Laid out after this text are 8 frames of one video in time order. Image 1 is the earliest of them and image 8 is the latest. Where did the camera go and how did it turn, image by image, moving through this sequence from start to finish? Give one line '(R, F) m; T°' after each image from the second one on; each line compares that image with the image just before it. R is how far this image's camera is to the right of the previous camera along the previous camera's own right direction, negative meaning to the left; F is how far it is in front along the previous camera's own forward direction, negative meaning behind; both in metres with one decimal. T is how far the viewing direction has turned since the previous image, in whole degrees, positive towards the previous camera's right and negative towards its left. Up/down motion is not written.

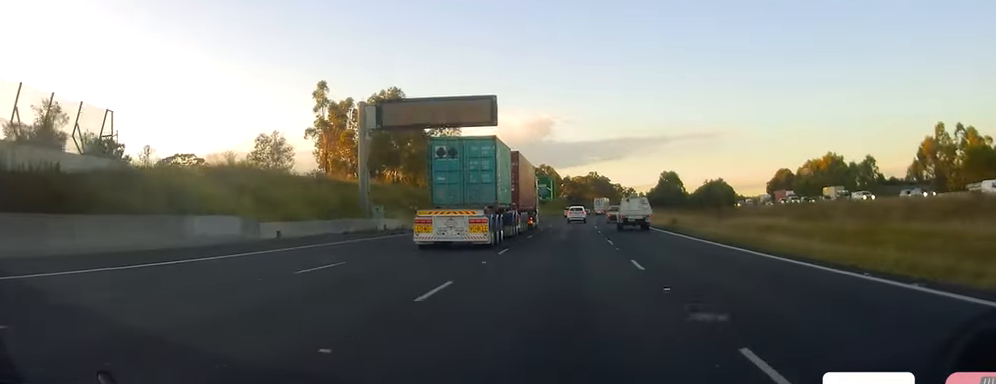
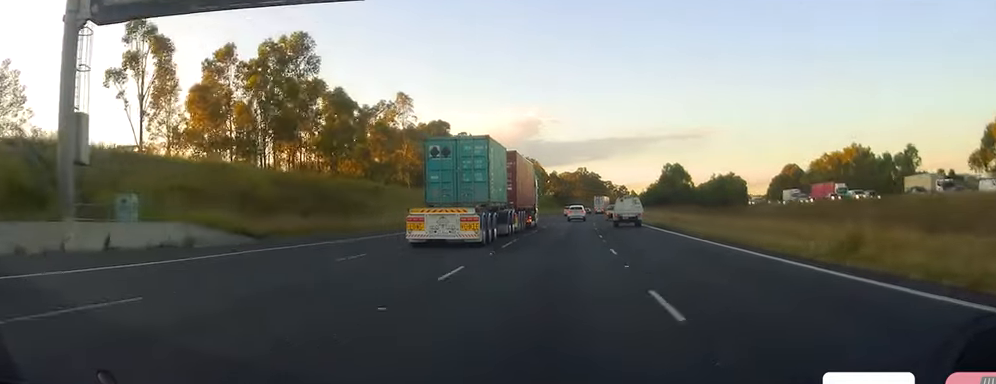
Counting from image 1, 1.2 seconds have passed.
(+0.3, +31.6) m; +1°
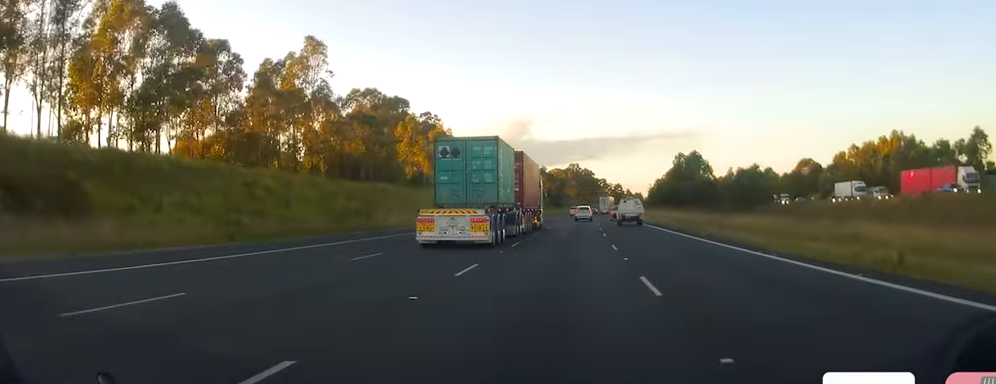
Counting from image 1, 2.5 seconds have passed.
(+0.4, +33.6) m; +1°
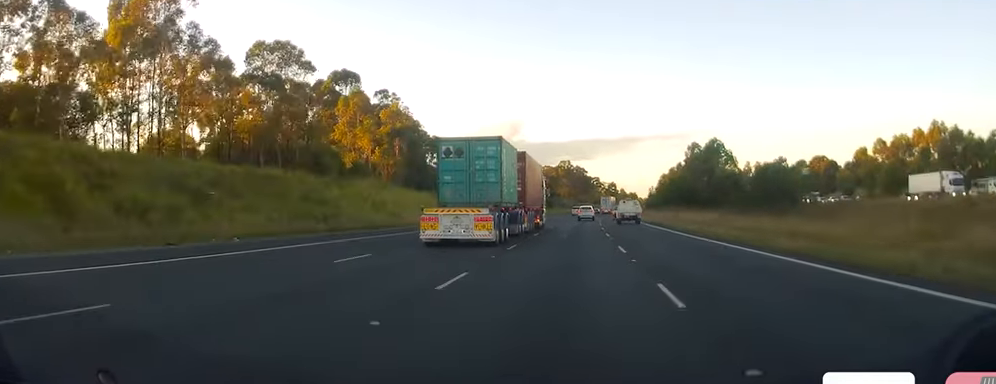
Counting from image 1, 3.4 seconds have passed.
(+0.1, +25.7) m; 0°
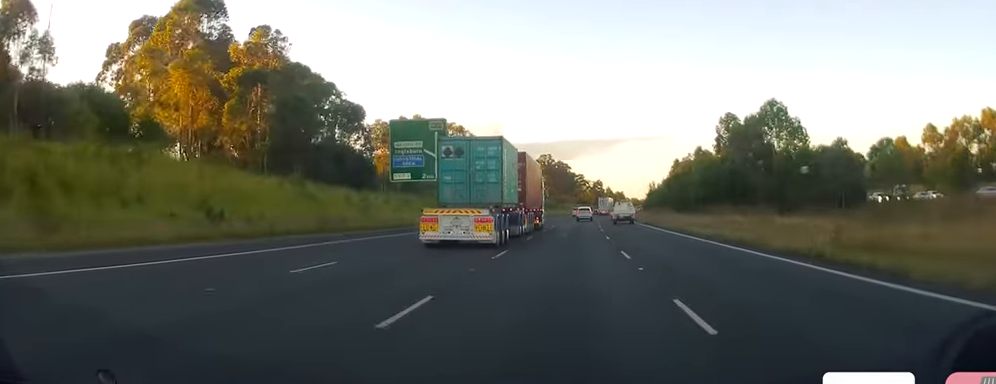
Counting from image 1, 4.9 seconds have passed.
(+0.4, +38.6) m; +1°
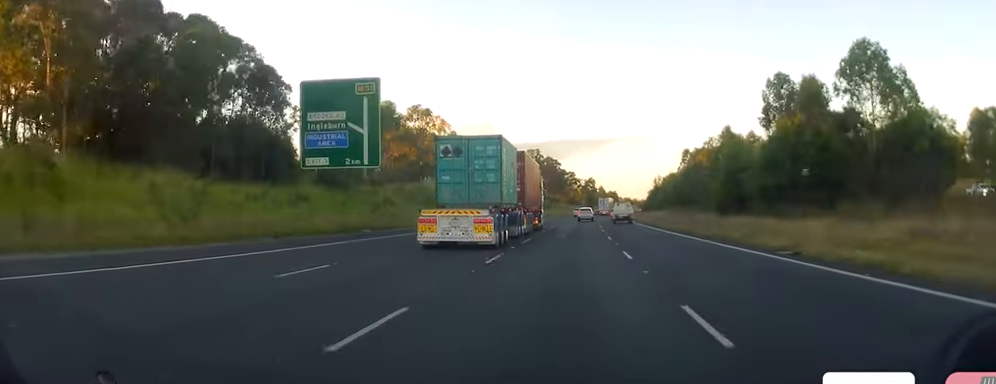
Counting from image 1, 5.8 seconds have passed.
(+0.1, +24.4) m; +1°
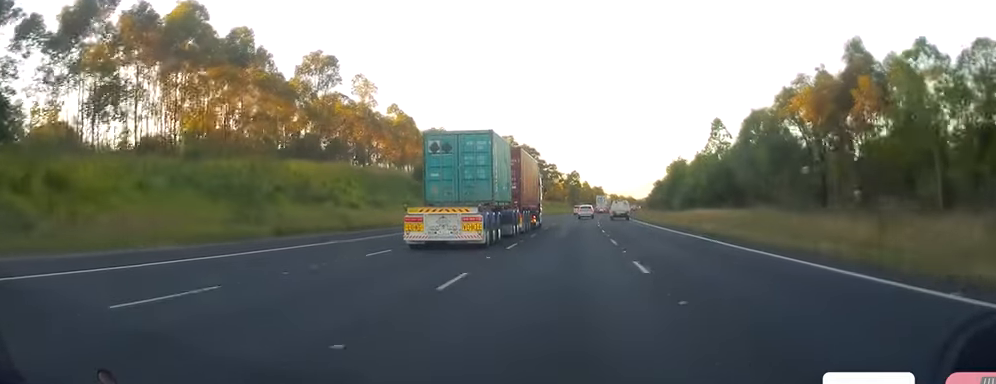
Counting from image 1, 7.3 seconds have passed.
(+0.7, +41.0) m; +2°
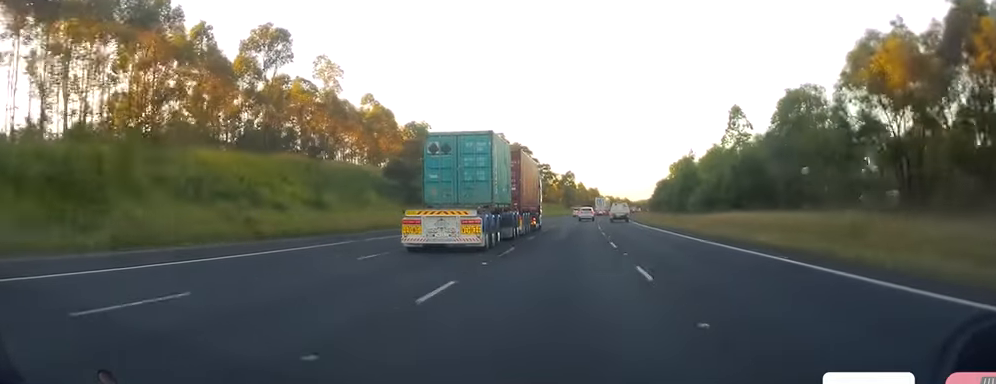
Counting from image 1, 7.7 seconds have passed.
(+0.1, +13.0) m; 0°
